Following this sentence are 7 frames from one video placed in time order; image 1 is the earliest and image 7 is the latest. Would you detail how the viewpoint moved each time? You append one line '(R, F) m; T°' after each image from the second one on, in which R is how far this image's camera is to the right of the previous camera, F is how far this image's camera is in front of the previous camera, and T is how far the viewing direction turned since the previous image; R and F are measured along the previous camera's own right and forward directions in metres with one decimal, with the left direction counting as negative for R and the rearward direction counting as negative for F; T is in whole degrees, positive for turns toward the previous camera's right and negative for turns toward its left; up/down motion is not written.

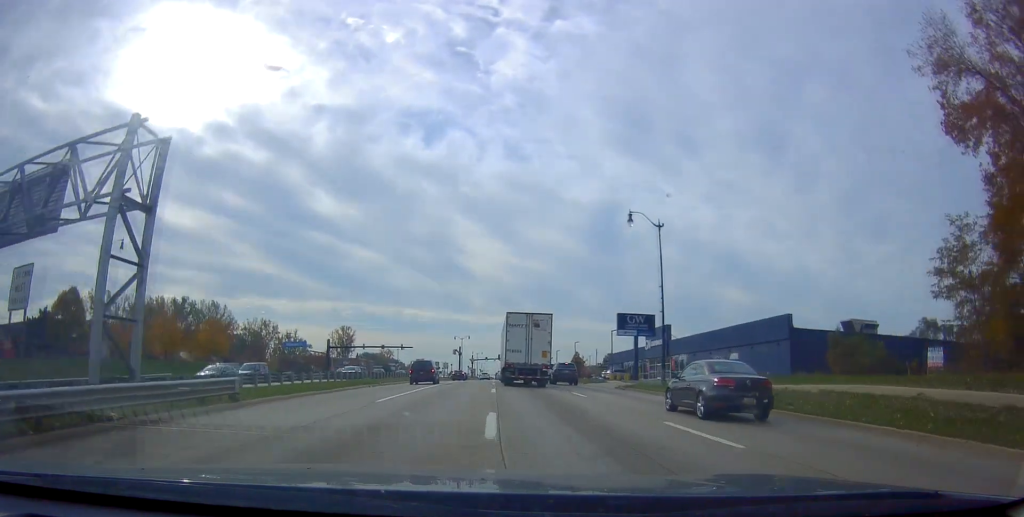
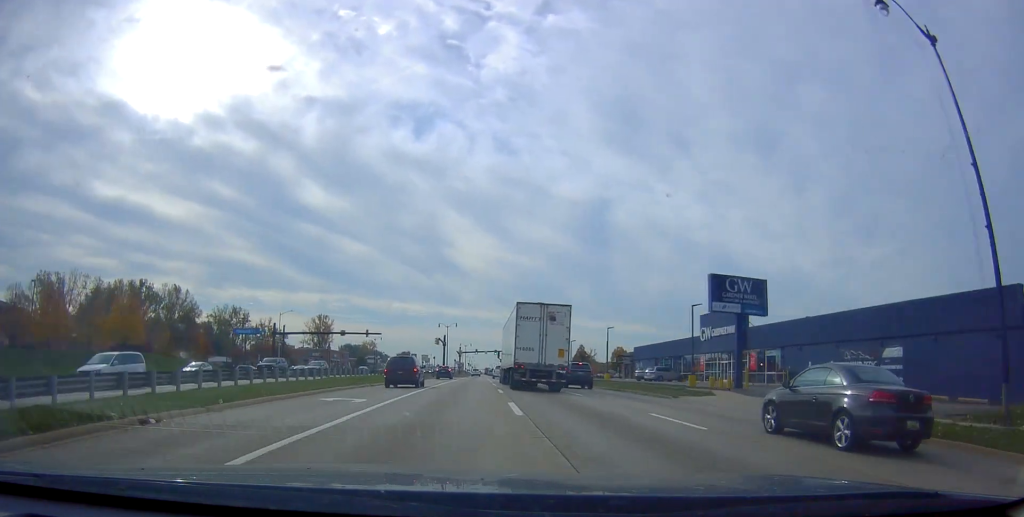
(+0.3, +25.8) m; +1°
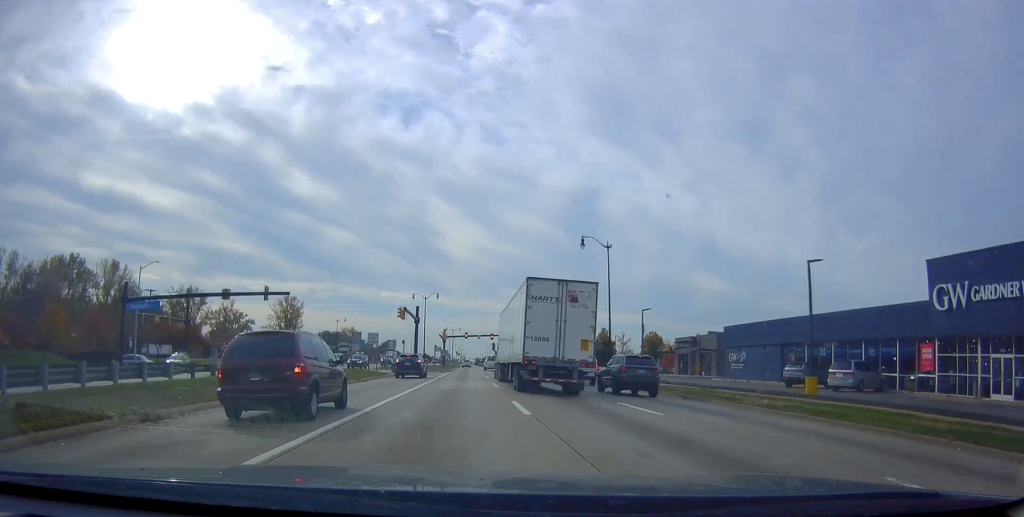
(+0.6, +39.0) m; +3°
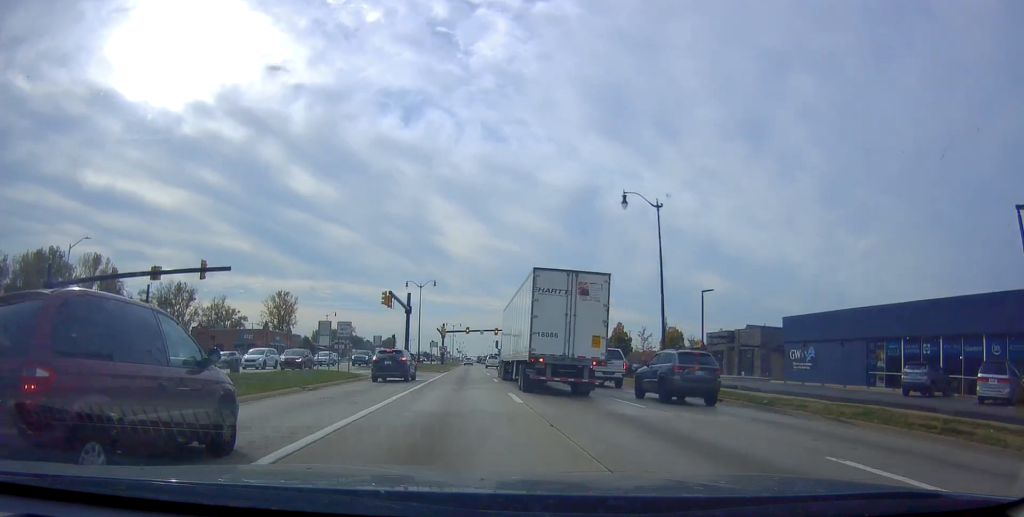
(+0.2, +11.1) m; +1°
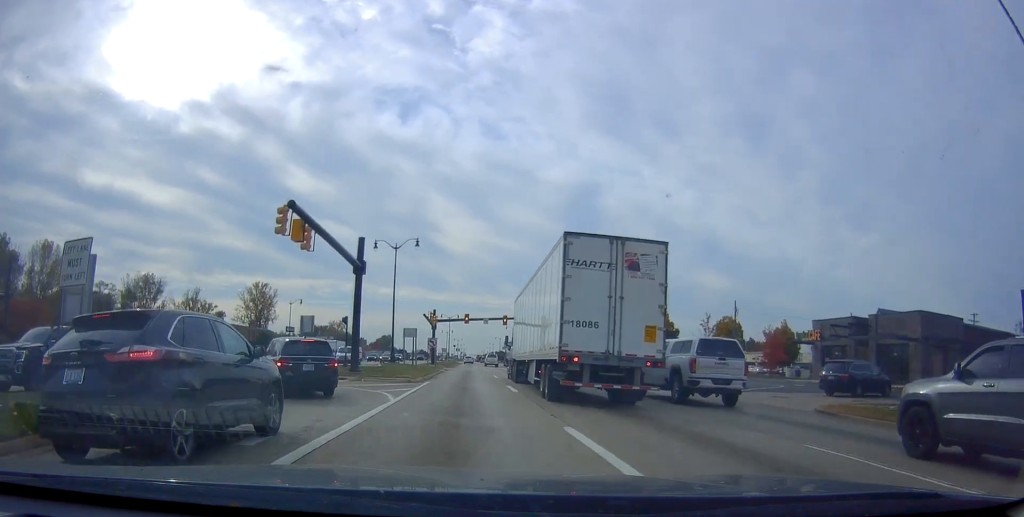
(0.0, +26.7) m; -2°
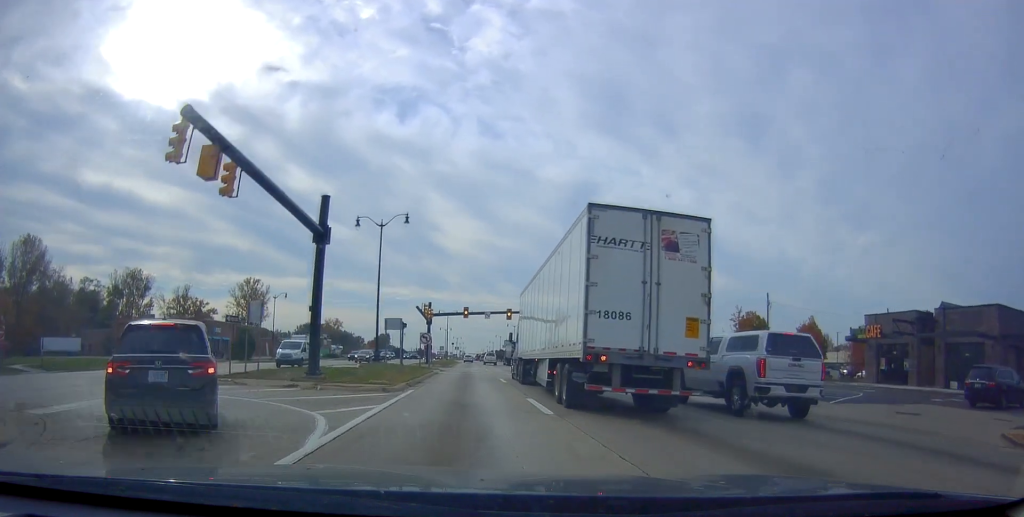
(-0.1, +8.8) m; -1°
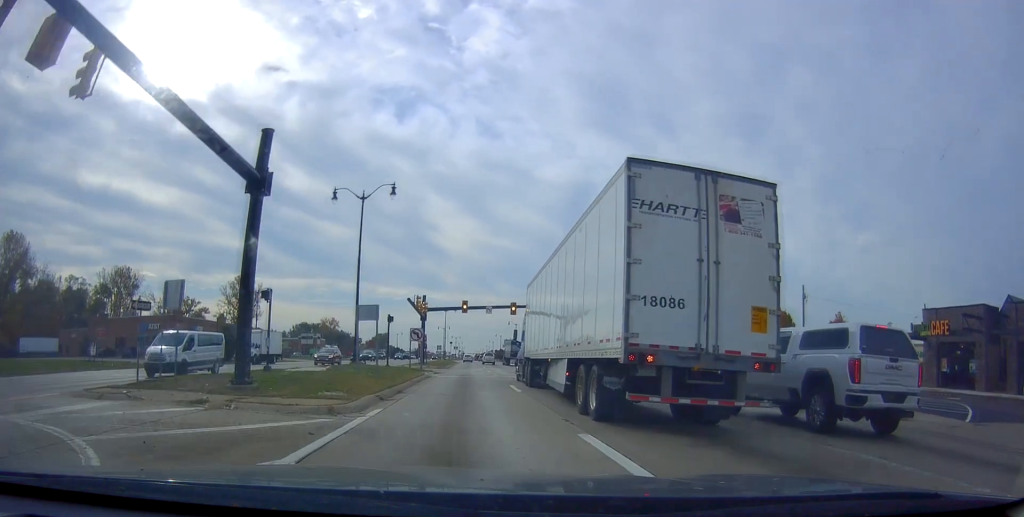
(-0.5, +8.0) m; 0°
